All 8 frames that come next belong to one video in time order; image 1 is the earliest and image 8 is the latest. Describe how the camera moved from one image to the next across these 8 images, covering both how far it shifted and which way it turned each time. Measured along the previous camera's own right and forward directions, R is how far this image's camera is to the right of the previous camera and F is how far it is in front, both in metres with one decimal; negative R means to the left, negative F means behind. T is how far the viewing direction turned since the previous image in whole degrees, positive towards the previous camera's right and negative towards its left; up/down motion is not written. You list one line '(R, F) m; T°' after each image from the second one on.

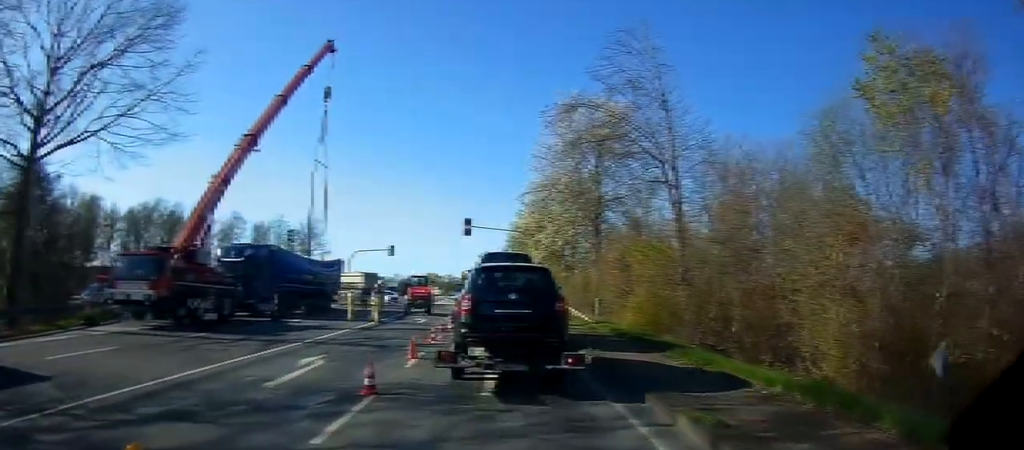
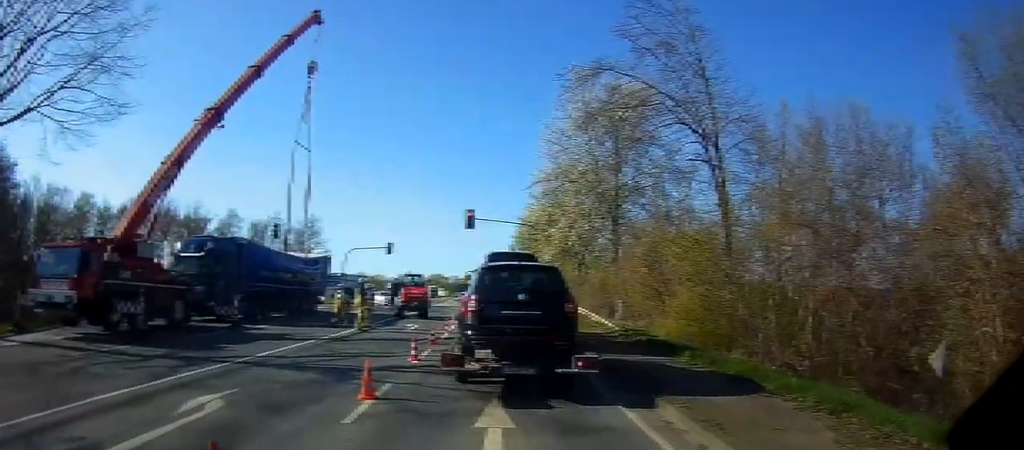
(-0.1, +3.7) m; -2°
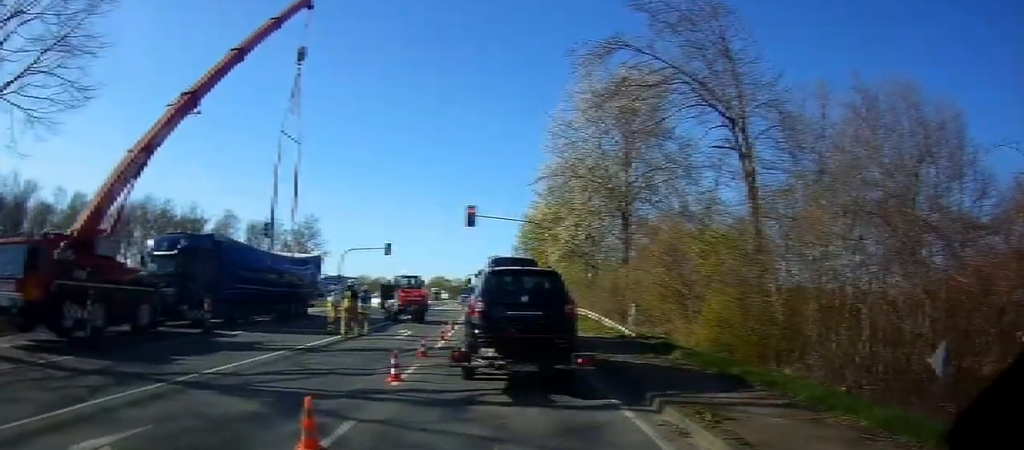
(0.0, +2.7) m; 0°
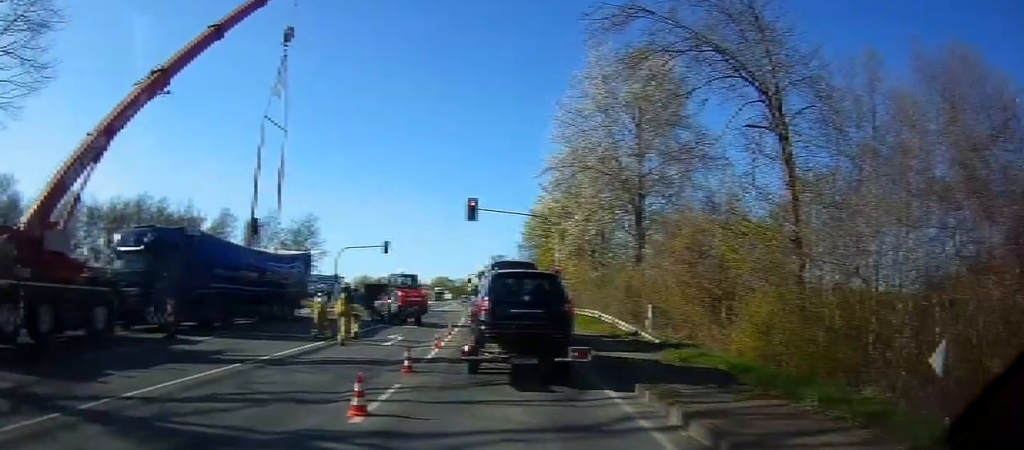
(0.0, +3.3) m; 0°
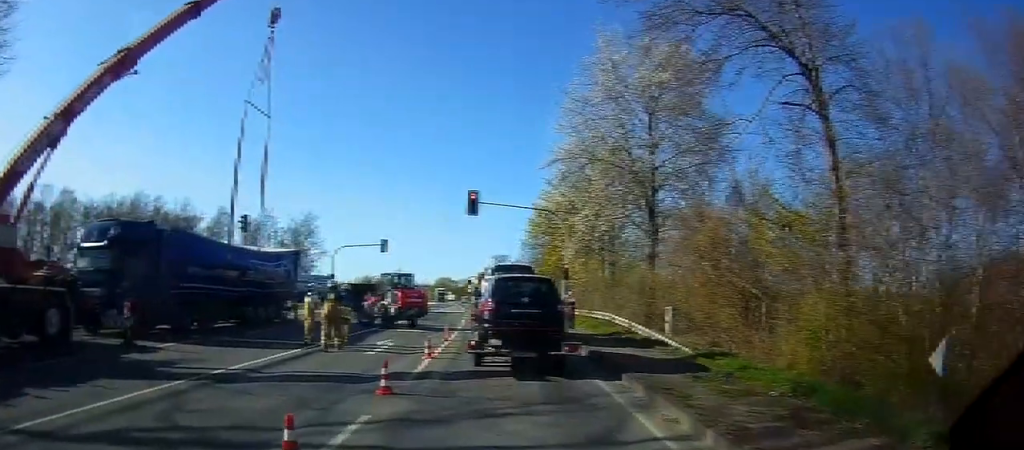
(+0.1, +2.9) m; -2°
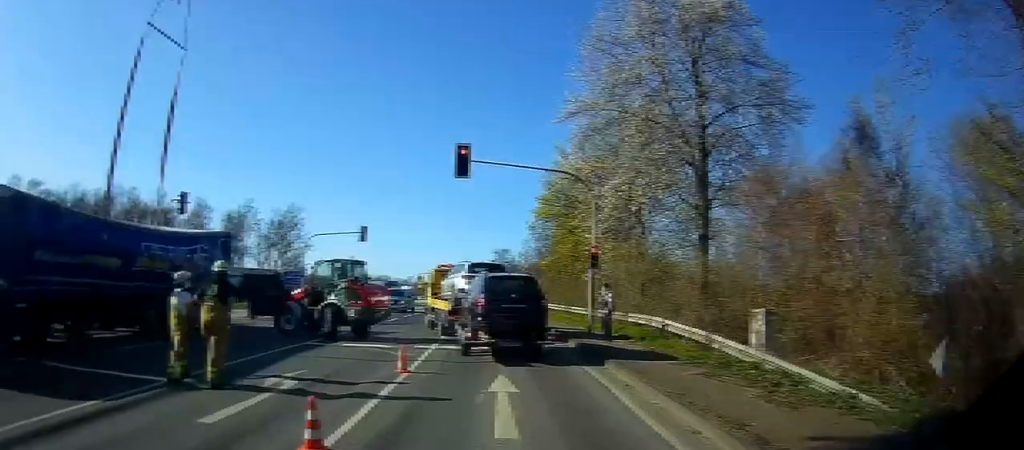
(+0.3, +7.8) m; +9°
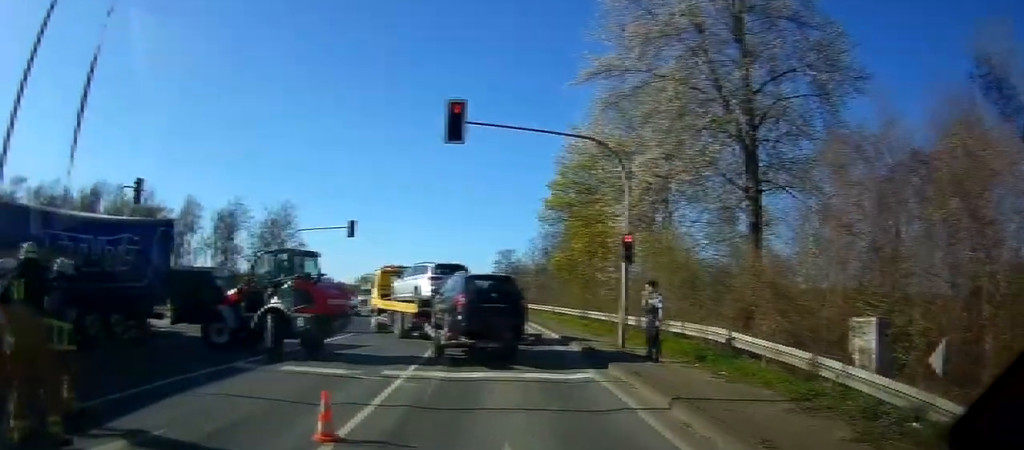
(0.0, +4.2) m; 0°
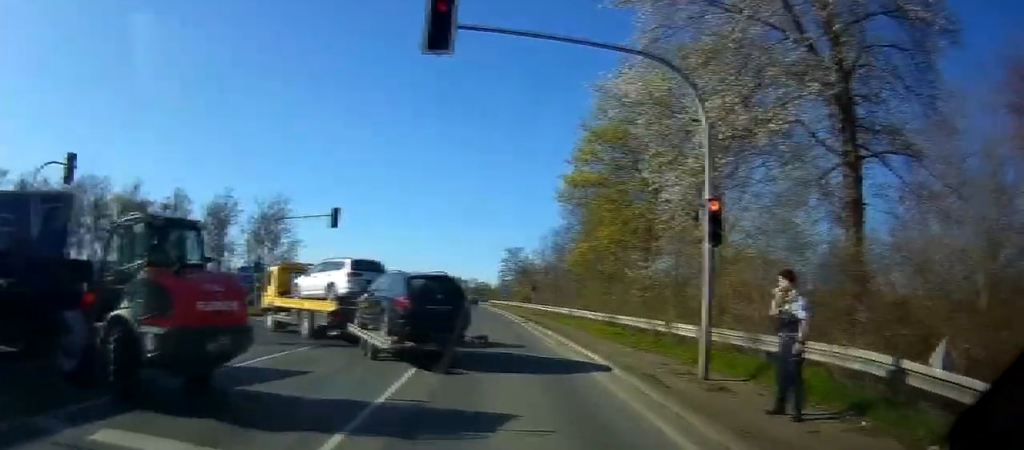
(0.0, +5.3) m; 0°
